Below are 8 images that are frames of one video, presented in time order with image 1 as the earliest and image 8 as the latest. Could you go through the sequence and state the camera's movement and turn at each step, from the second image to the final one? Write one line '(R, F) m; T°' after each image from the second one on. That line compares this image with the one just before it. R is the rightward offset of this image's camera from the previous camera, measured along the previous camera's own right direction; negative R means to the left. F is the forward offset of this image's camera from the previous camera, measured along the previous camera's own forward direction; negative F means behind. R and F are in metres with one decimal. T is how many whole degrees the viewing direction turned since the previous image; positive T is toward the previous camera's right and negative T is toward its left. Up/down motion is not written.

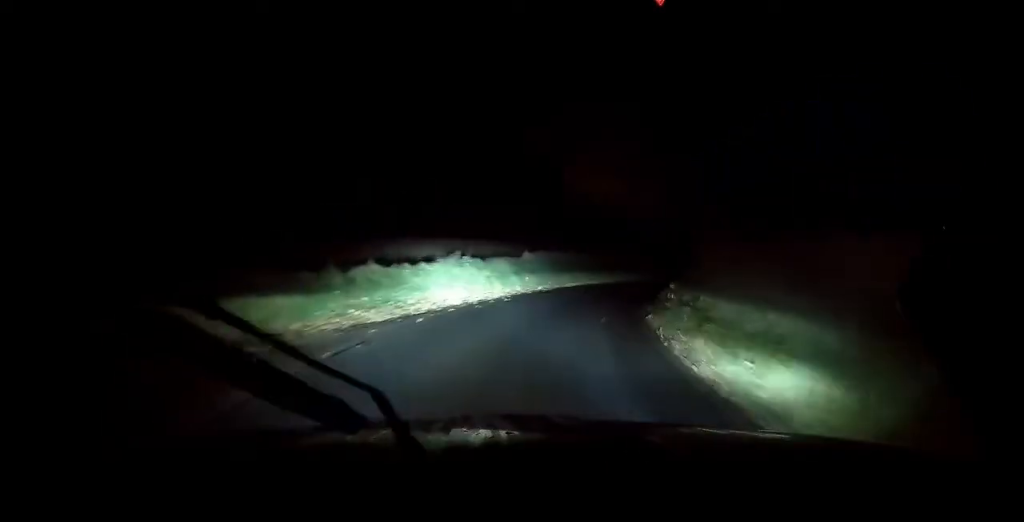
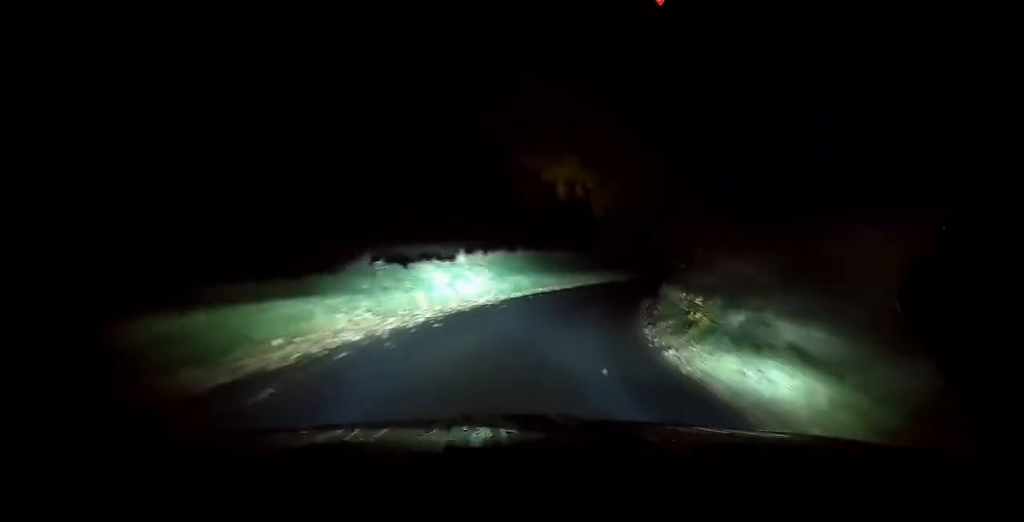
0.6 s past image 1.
(+0.4, +5.6) m; +8°
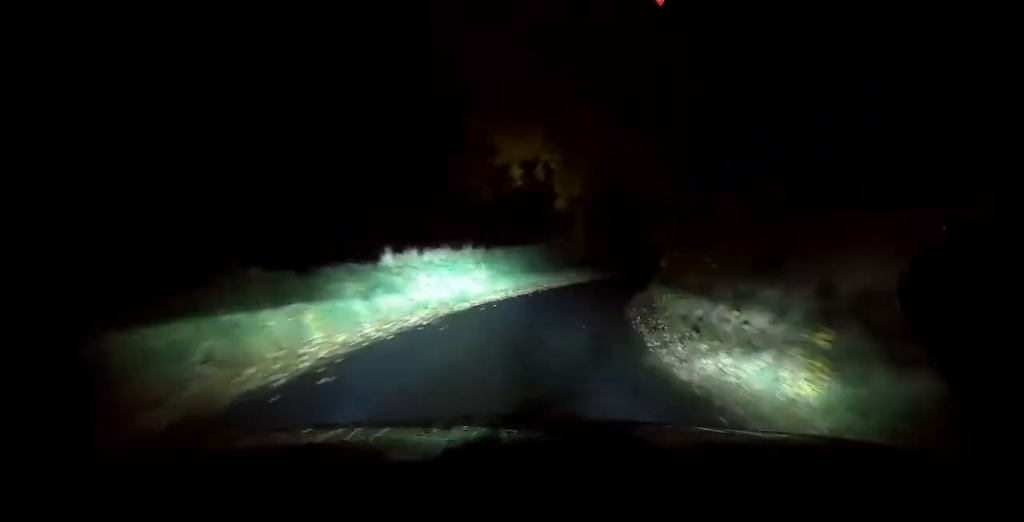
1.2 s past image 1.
(+0.1, +4.7) m; +6°
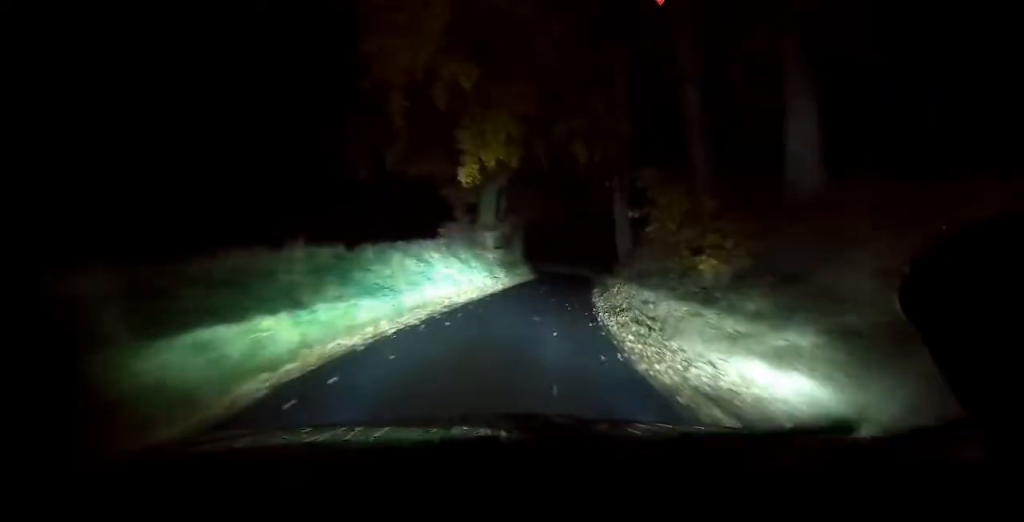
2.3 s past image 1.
(+1.1, +8.9) m; +10°
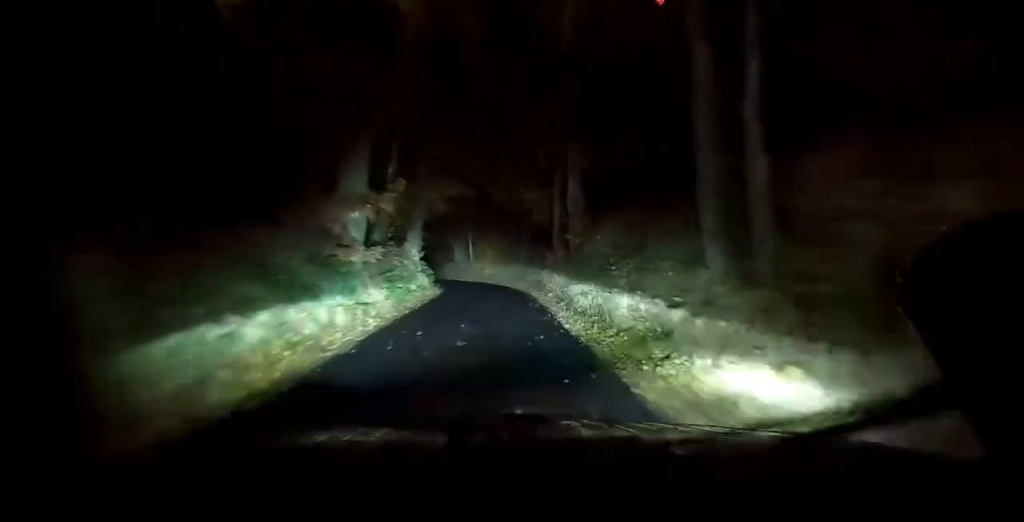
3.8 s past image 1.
(+0.2, +12.3) m; +2°
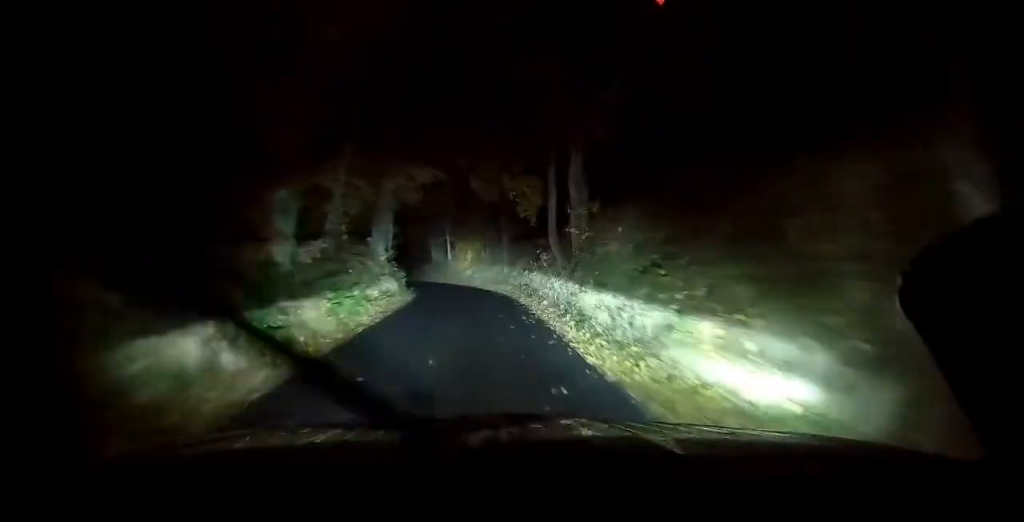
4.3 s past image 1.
(-0.1, +4.3) m; +2°
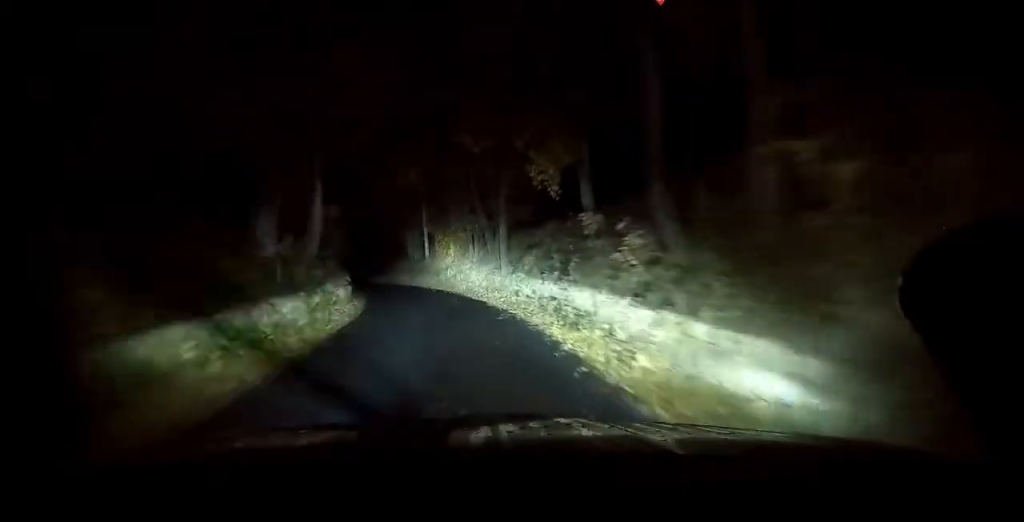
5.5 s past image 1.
(+0.5, +10.8) m; 0°
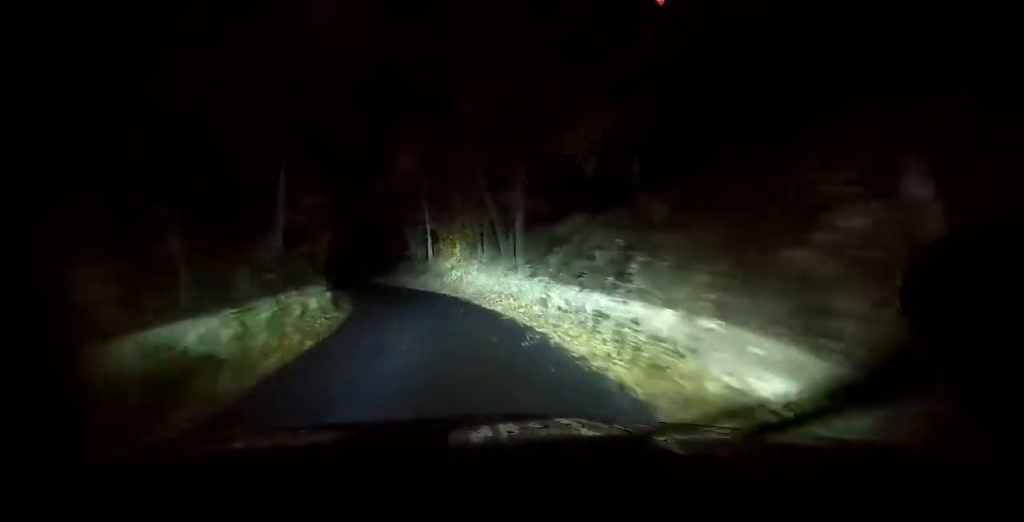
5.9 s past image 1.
(-0.2, +4.1) m; 0°
